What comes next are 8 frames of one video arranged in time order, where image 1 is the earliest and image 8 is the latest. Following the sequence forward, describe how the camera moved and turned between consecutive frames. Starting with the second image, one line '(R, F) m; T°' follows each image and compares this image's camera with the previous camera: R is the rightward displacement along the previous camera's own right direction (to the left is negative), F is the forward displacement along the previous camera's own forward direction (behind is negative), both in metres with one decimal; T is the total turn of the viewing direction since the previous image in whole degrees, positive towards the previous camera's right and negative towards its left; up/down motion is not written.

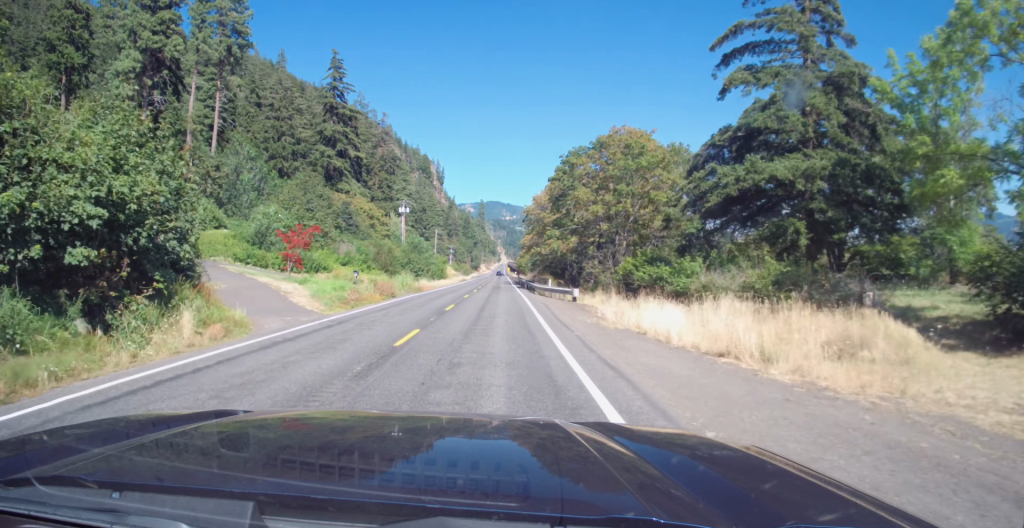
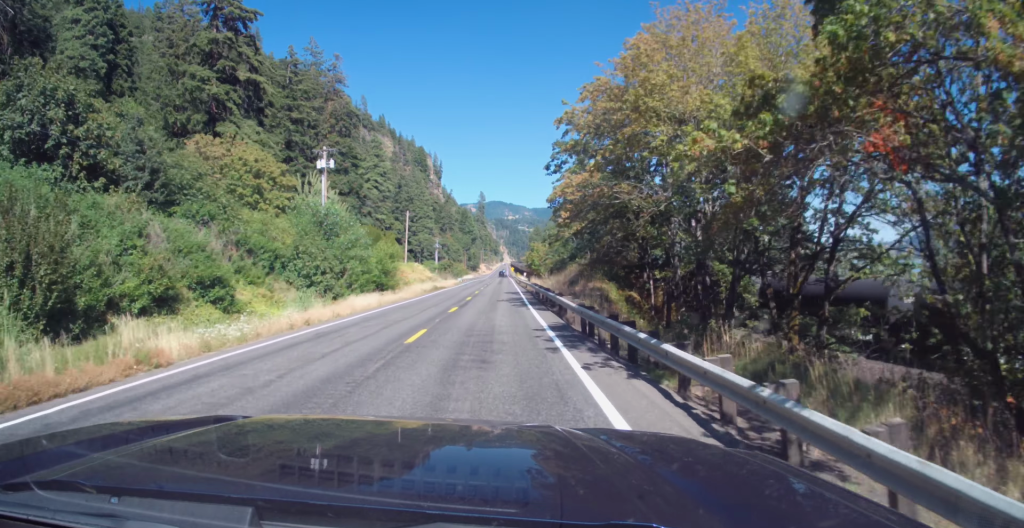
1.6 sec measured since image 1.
(-0.1, +46.9) m; -1°
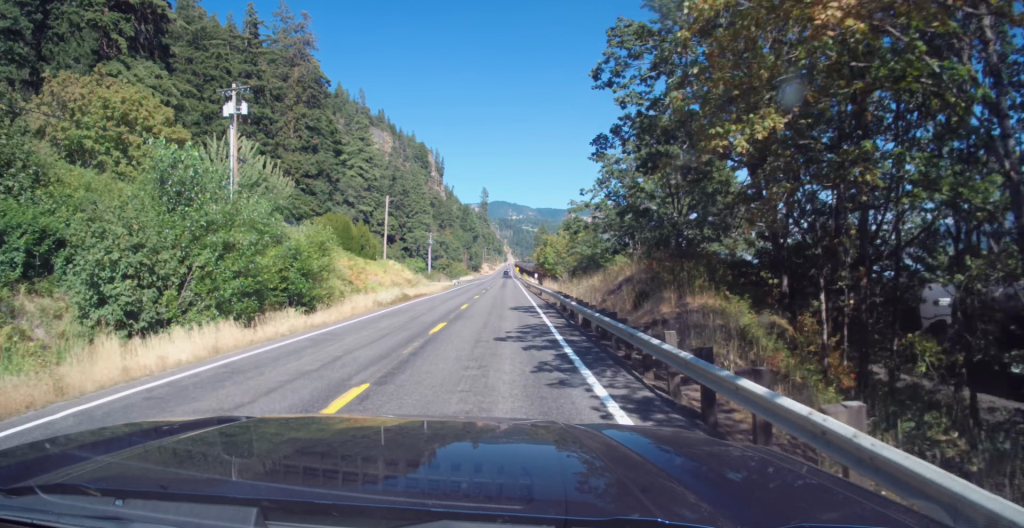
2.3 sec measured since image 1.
(-0.1, +20.3) m; 0°
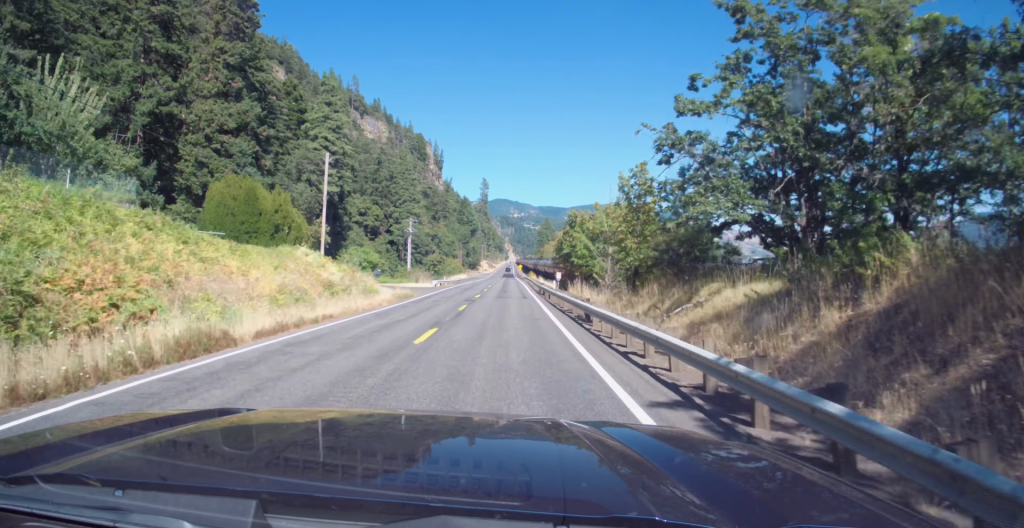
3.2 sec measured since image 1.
(0.0, +28.5) m; 0°
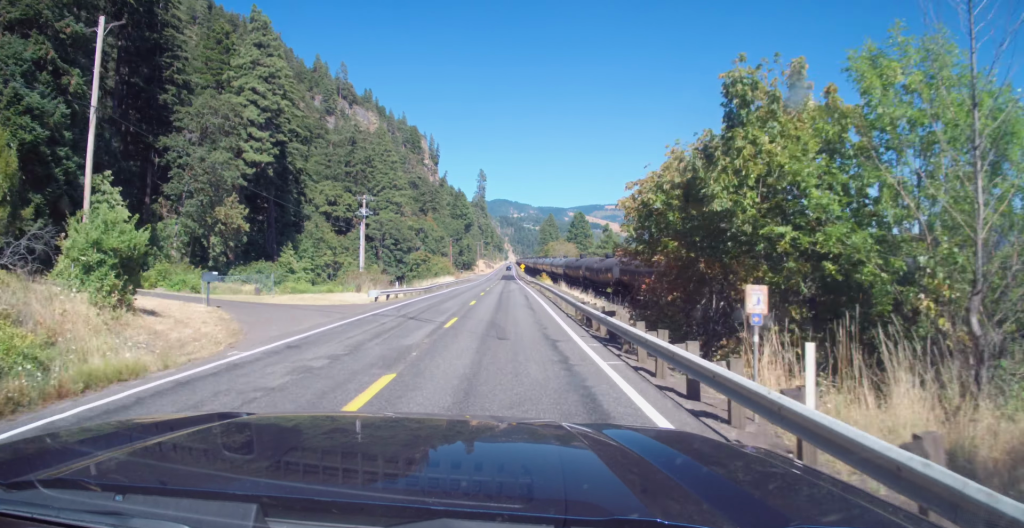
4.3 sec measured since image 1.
(+0.3, +32.0) m; 0°
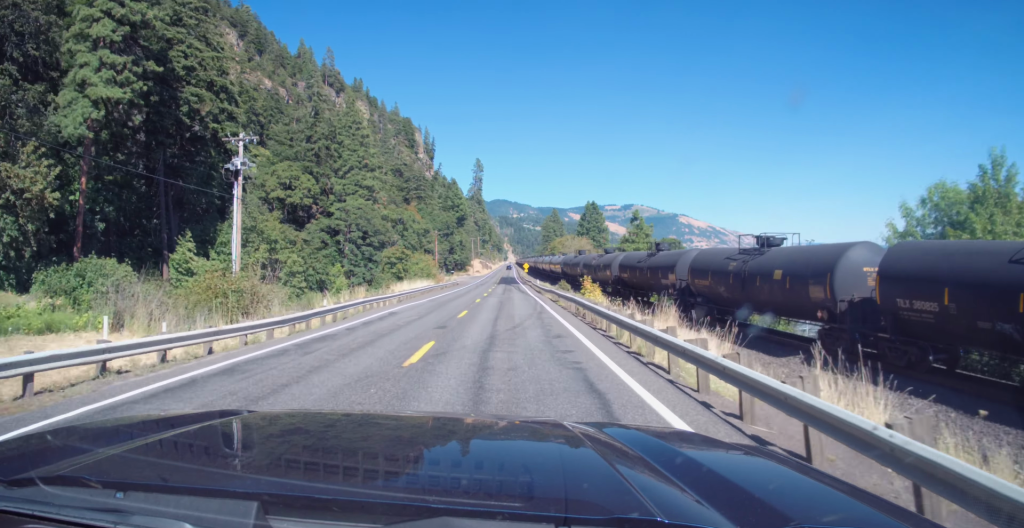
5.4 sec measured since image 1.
(-0.5, +31.3) m; 0°
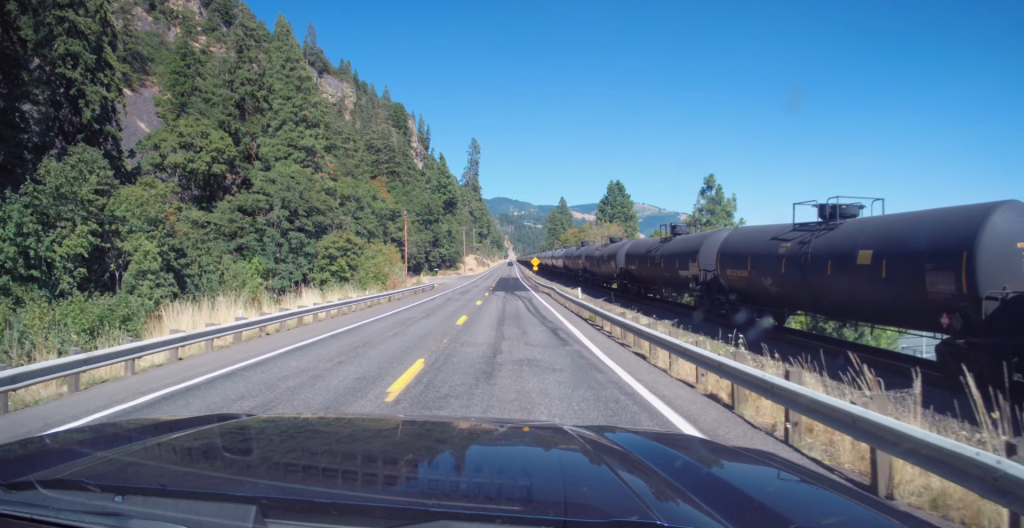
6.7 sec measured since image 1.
(+0.6, +39.2) m; +1°
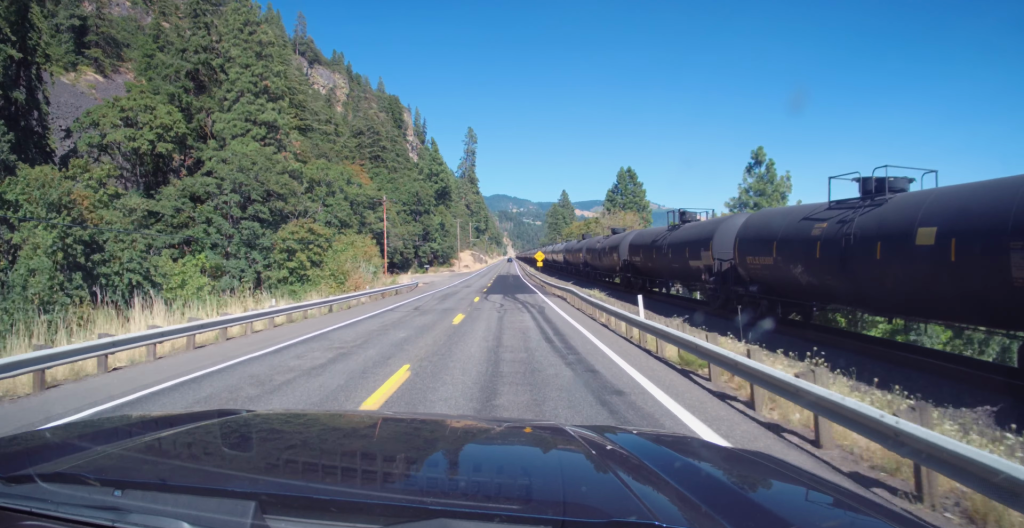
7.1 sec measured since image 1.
(+0.1, +13.9) m; 0°
